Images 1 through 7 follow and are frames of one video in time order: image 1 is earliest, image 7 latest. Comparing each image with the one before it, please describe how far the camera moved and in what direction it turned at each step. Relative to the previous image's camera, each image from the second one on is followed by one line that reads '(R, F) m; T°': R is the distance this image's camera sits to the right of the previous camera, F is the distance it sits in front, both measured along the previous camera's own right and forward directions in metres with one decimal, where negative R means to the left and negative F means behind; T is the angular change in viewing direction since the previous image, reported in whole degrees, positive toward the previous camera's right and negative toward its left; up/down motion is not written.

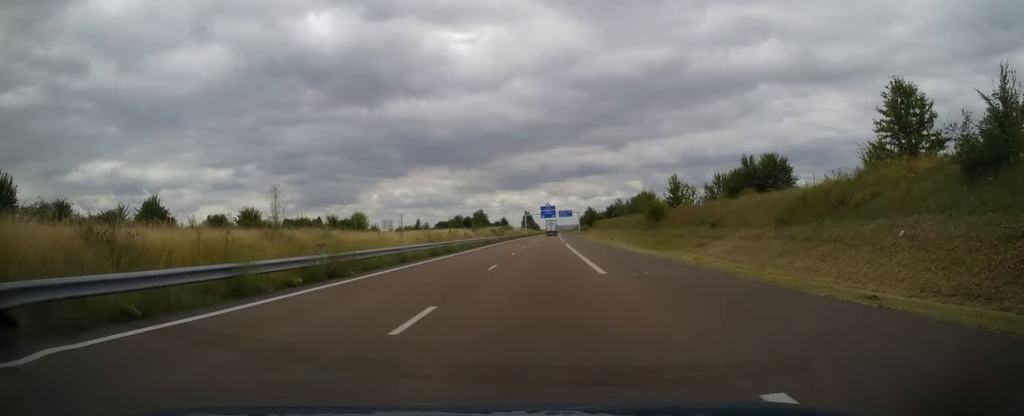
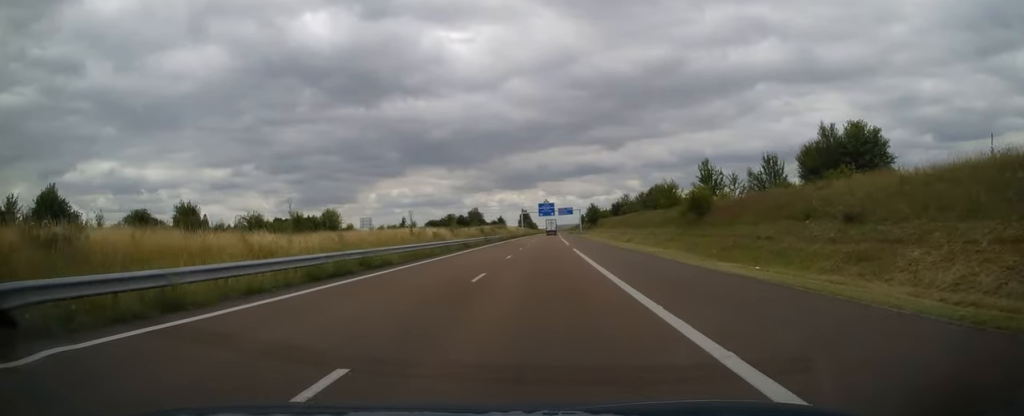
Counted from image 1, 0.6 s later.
(0.0, +18.1) m; 0°
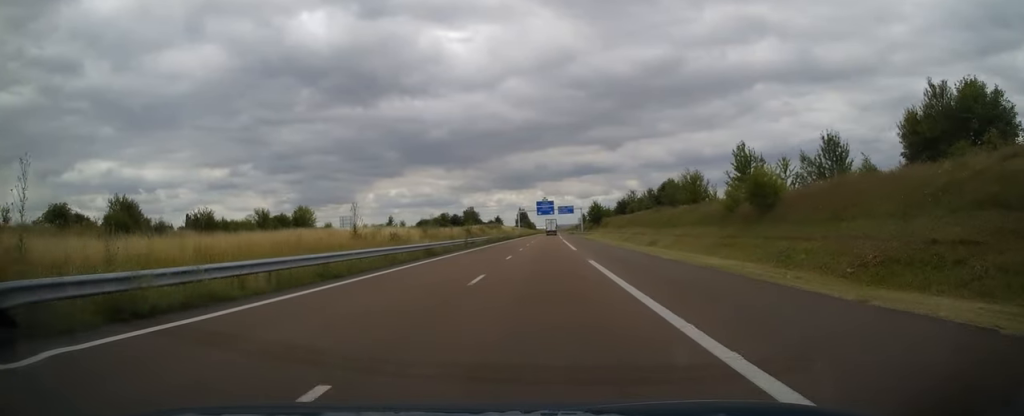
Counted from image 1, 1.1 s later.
(-0.1, +13.7) m; 0°
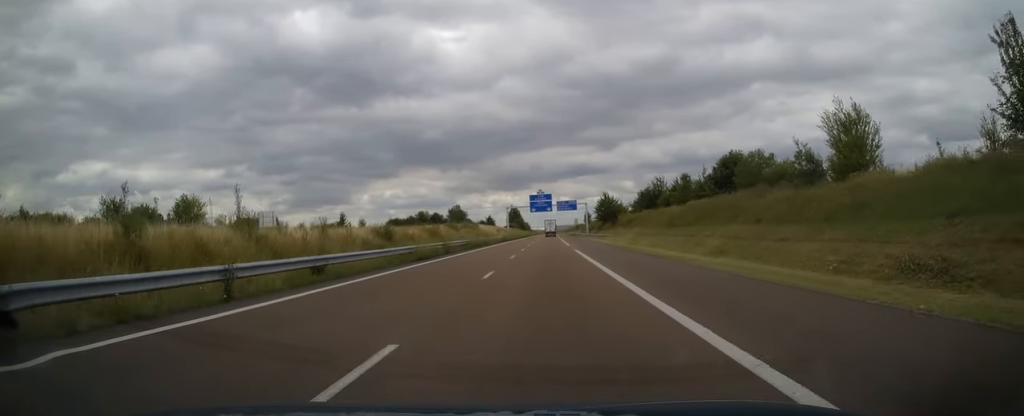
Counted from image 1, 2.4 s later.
(+0.3, +37.1) m; 0°
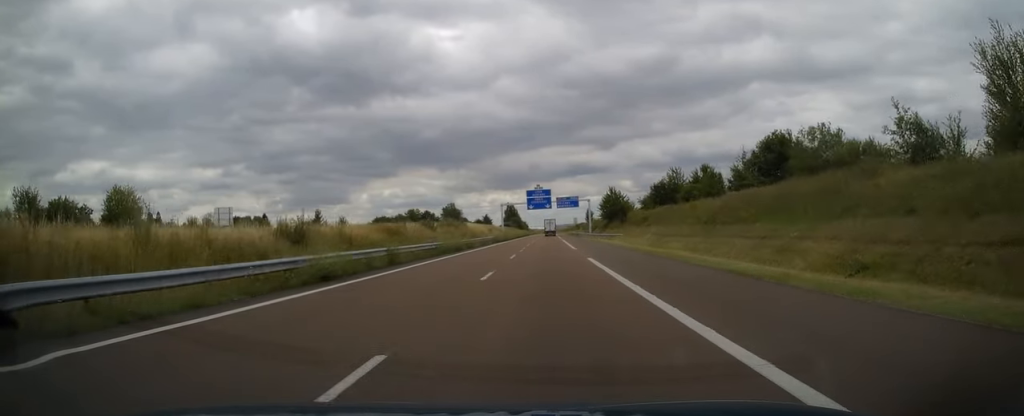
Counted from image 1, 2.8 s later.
(-0.1, +13.6) m; 0°
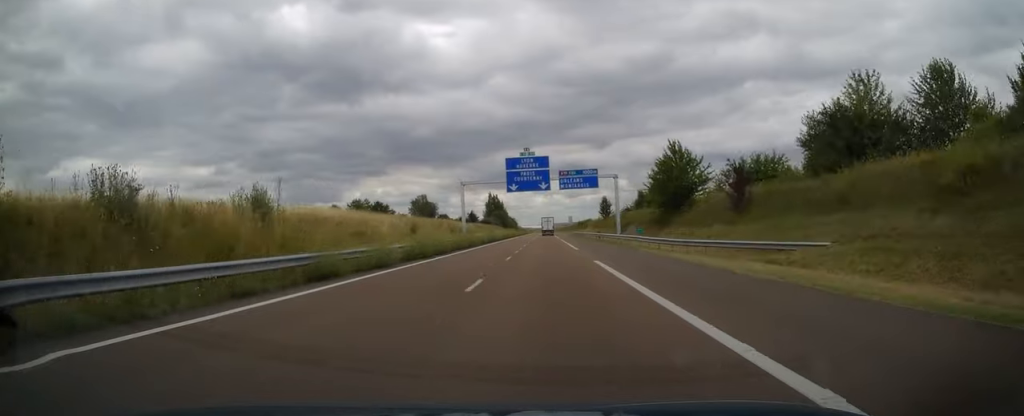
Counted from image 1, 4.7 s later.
(0.0, +55.6) m; 0°
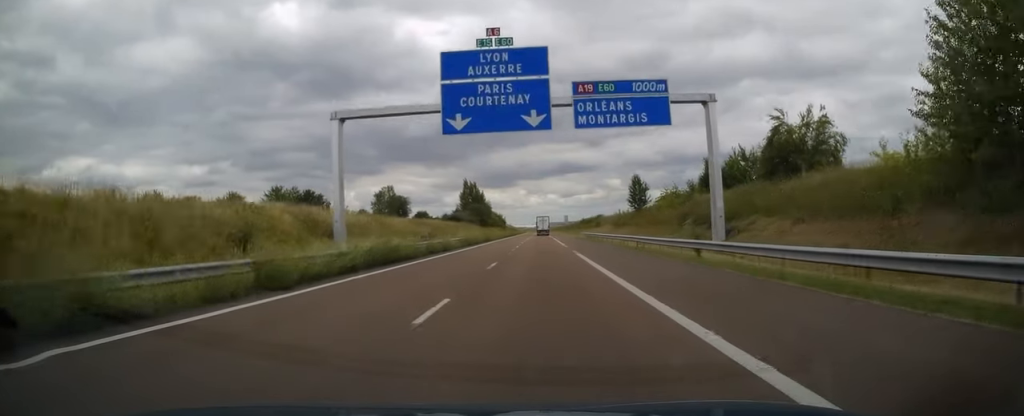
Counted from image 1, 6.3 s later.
(+0.2, +43.8) m; +1°
